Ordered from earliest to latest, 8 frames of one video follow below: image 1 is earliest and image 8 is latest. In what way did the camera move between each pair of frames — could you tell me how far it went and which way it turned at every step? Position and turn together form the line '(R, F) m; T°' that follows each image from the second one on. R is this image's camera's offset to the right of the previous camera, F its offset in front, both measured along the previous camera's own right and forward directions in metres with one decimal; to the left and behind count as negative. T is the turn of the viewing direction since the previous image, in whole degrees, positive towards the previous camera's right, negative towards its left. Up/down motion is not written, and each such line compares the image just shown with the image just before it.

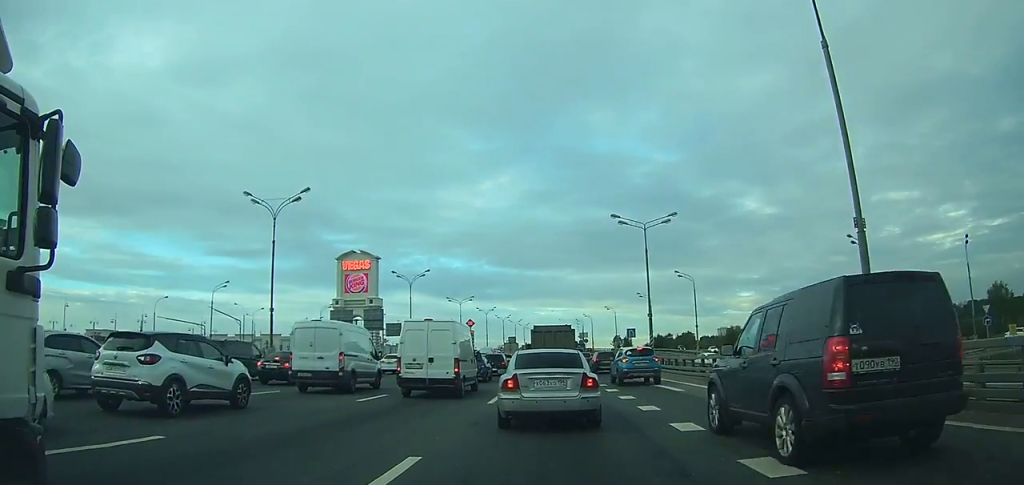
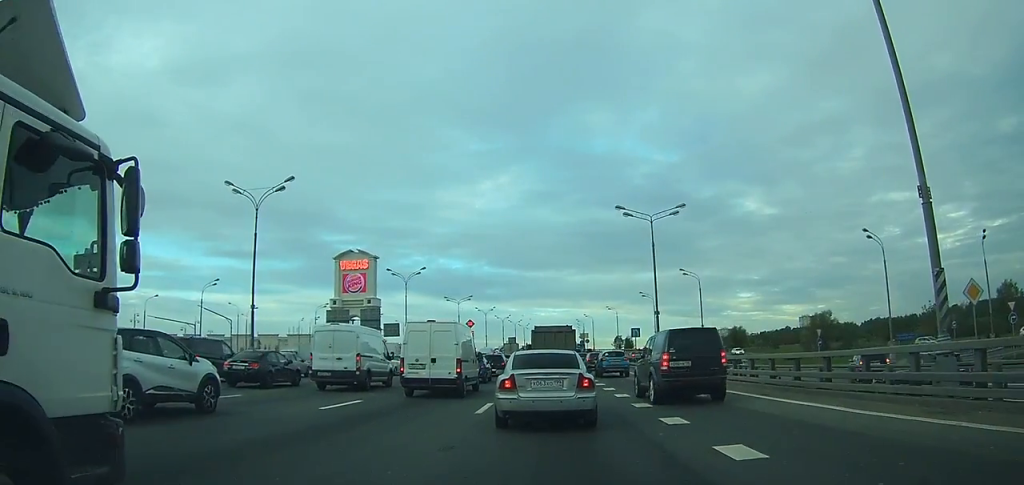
(0.0, +3.0) m; +1°
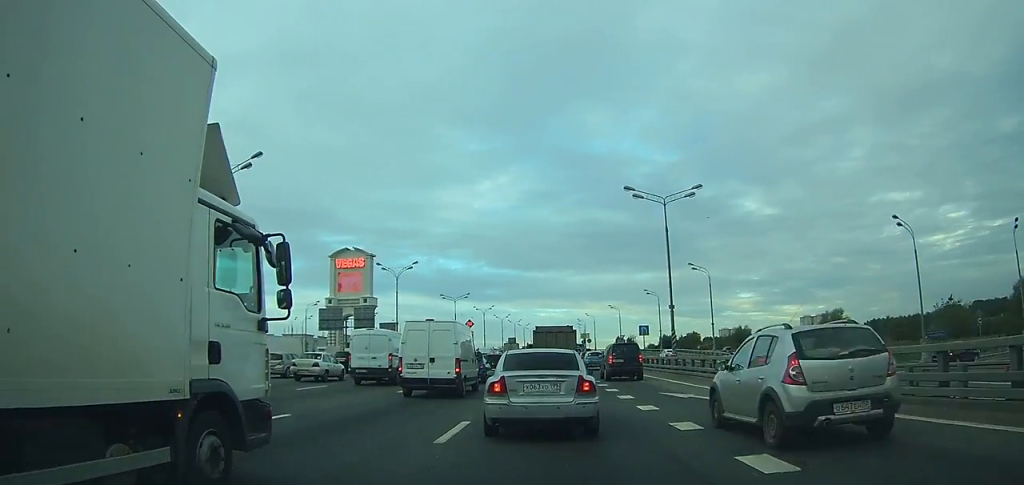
(+0.2, +4.2) m; +1°
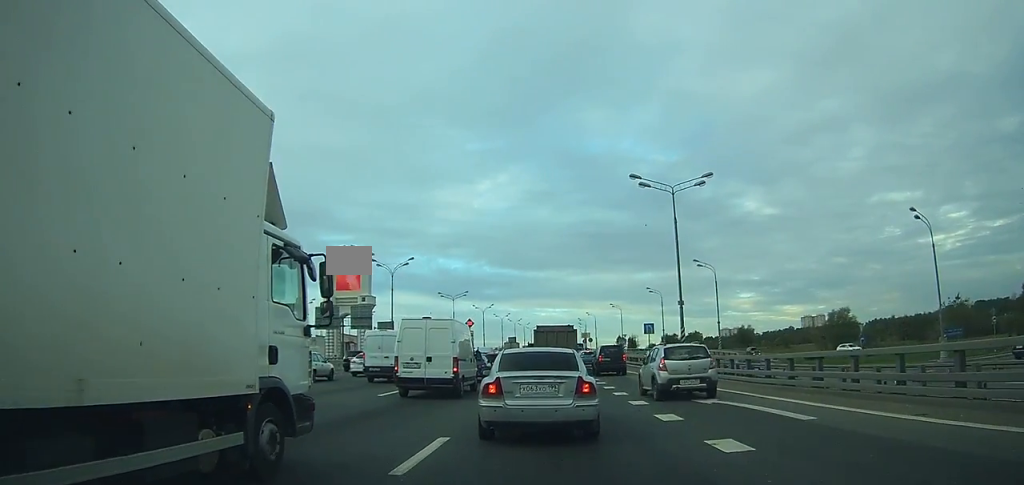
(0.0, +2.0) m; -2°
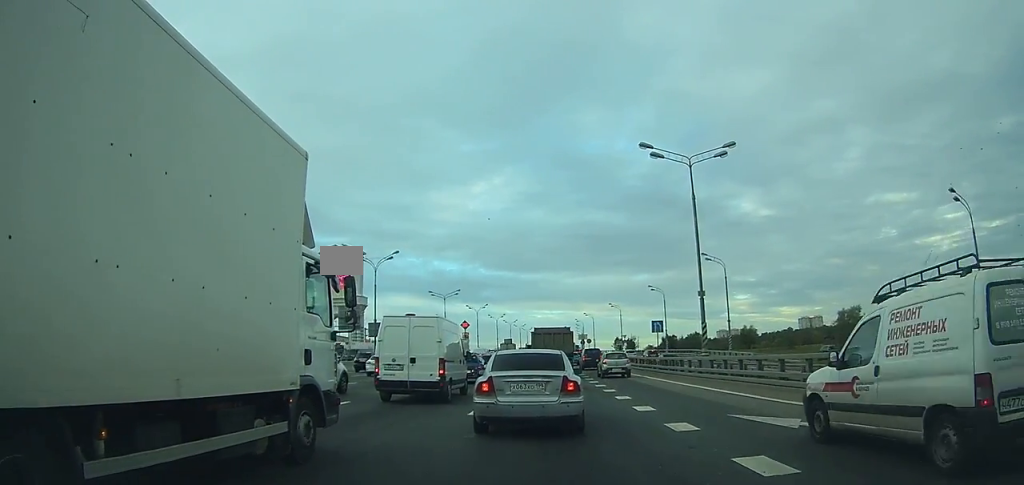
(-0.3, +4.7) m; -5°
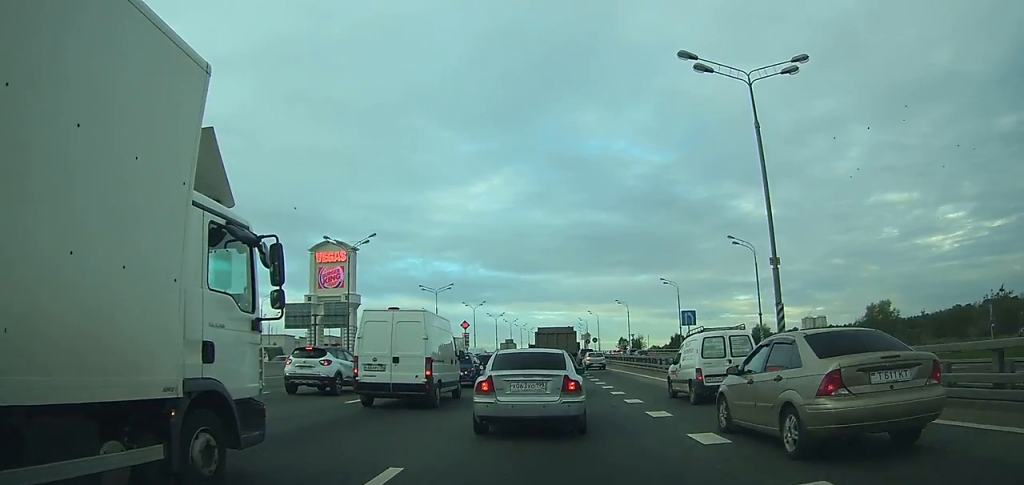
(+0.5, +7.5) m; +8°
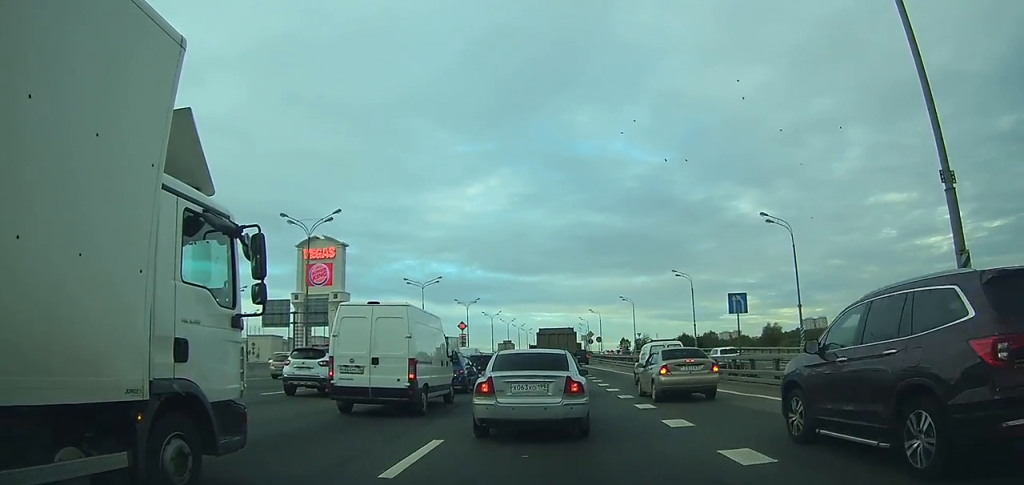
(+0.2, +8.8) m; +1°
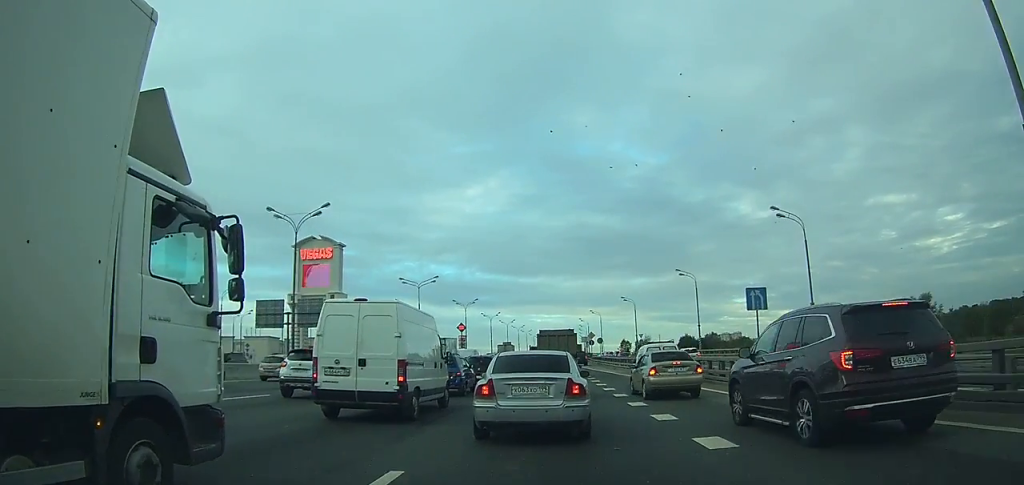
(+0.1, +2.3) m; 0°
